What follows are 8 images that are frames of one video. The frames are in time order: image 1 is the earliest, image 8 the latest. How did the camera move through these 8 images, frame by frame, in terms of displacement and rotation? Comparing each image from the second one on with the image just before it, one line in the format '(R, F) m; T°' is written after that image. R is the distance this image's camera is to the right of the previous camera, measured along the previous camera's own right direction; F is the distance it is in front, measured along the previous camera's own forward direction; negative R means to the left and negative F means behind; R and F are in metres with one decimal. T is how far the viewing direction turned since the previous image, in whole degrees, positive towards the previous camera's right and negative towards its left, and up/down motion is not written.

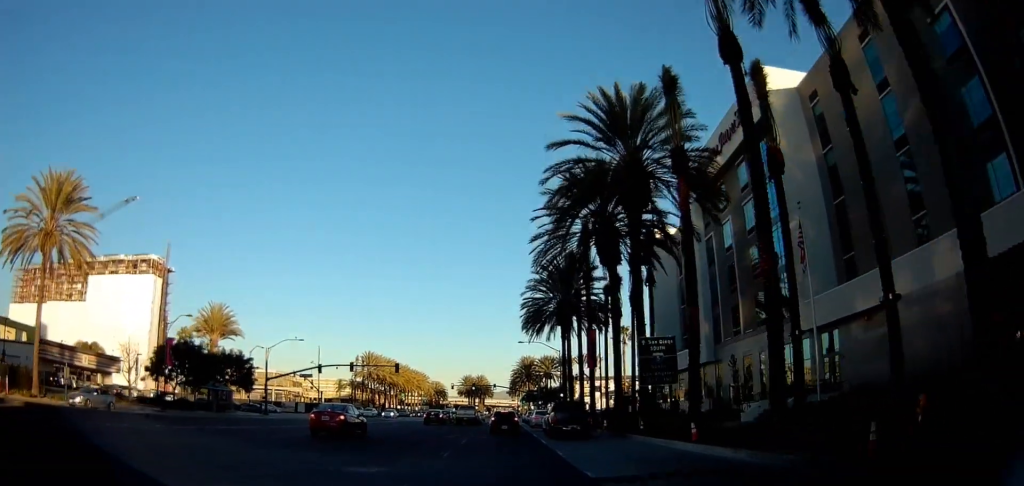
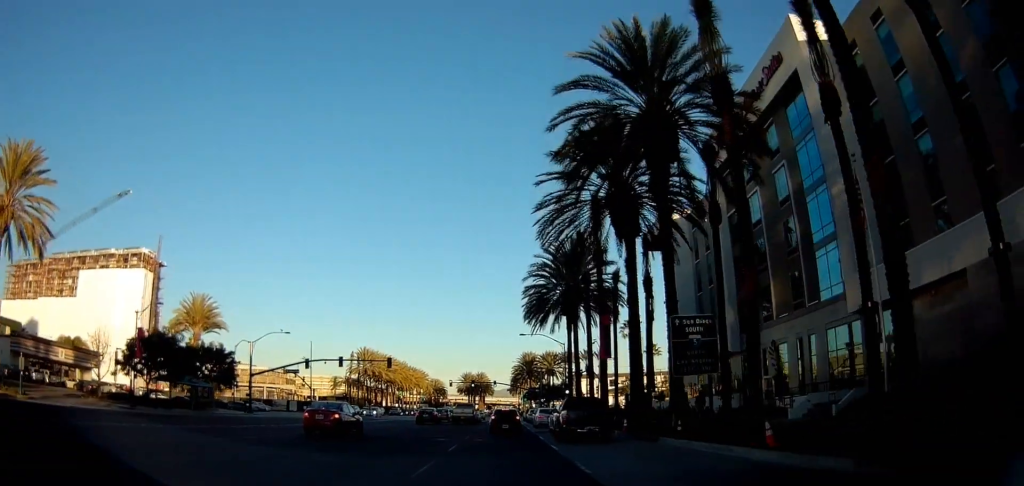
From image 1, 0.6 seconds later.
(0.0, +5.4) m; 0°
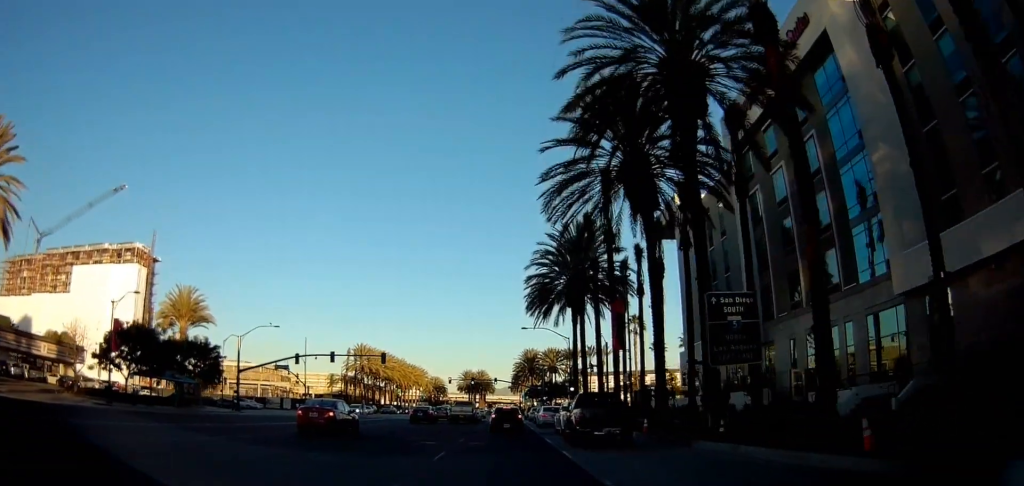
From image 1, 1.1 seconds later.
(-0.1, +4.0) m; 0°
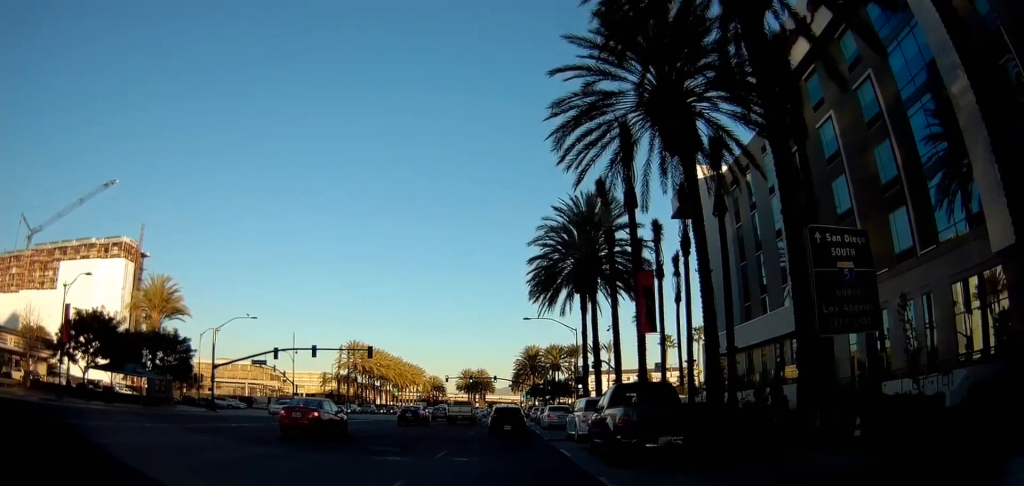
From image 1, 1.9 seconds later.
(+0.1, +6.8) m; 0°
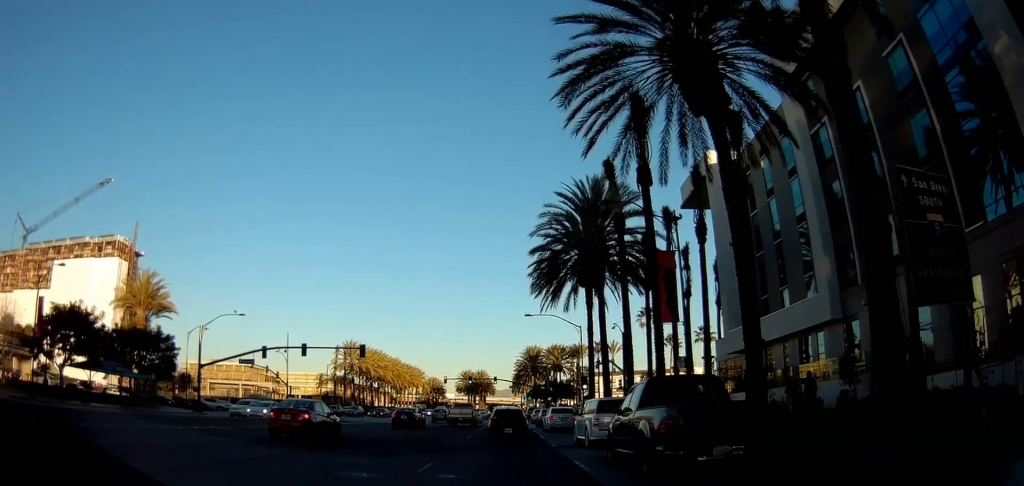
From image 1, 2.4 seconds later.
(0.0, +3.4) m; 0°
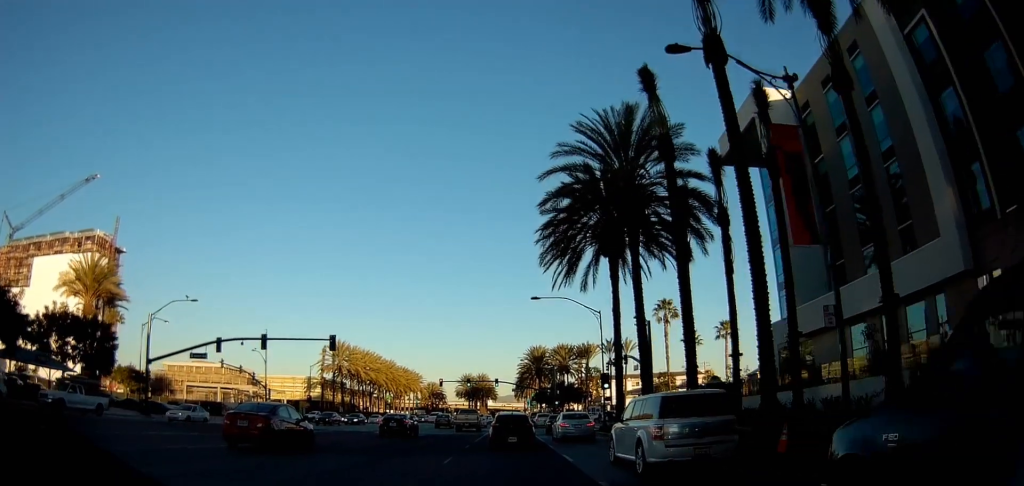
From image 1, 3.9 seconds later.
(0.0, +11.0) m; +2°
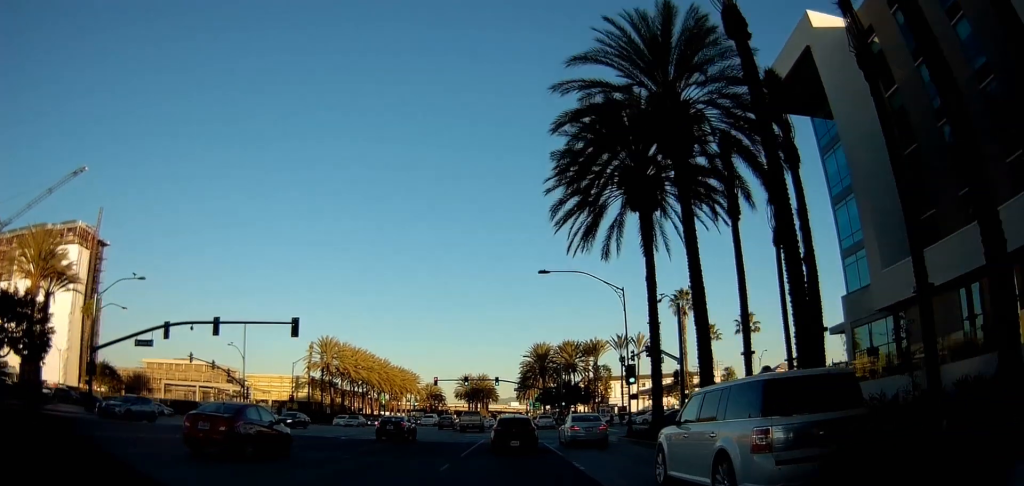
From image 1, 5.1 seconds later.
(+0.1, +9.1) m; +2°
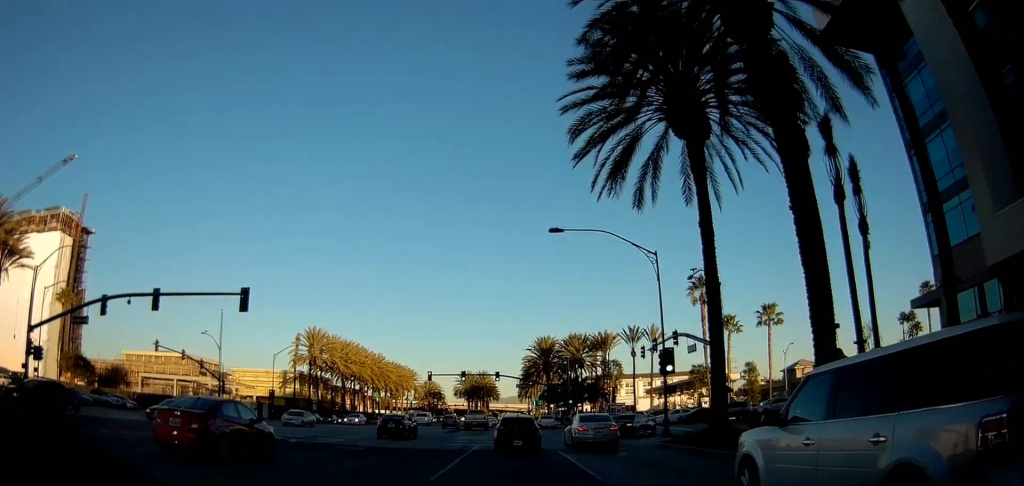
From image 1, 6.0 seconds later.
(+0.2, +8.2) m; +2°
